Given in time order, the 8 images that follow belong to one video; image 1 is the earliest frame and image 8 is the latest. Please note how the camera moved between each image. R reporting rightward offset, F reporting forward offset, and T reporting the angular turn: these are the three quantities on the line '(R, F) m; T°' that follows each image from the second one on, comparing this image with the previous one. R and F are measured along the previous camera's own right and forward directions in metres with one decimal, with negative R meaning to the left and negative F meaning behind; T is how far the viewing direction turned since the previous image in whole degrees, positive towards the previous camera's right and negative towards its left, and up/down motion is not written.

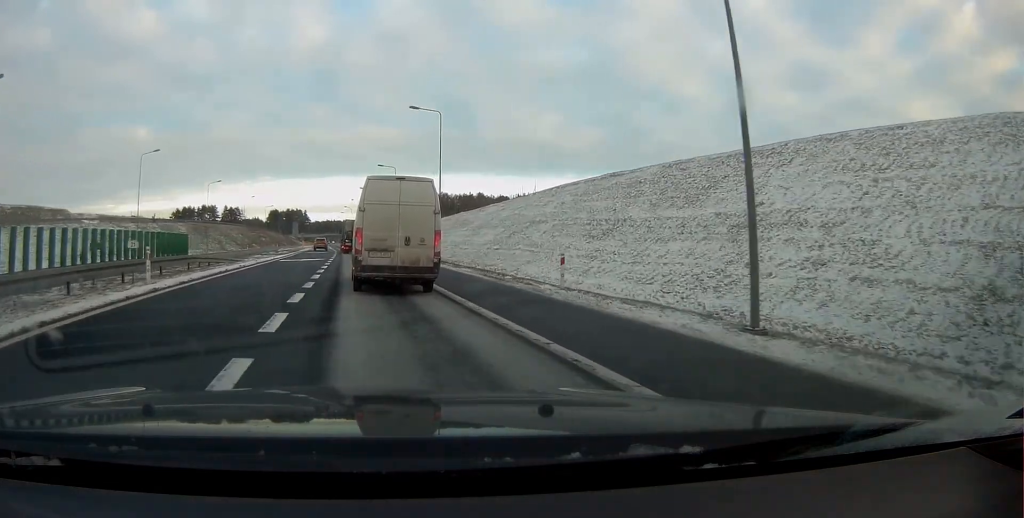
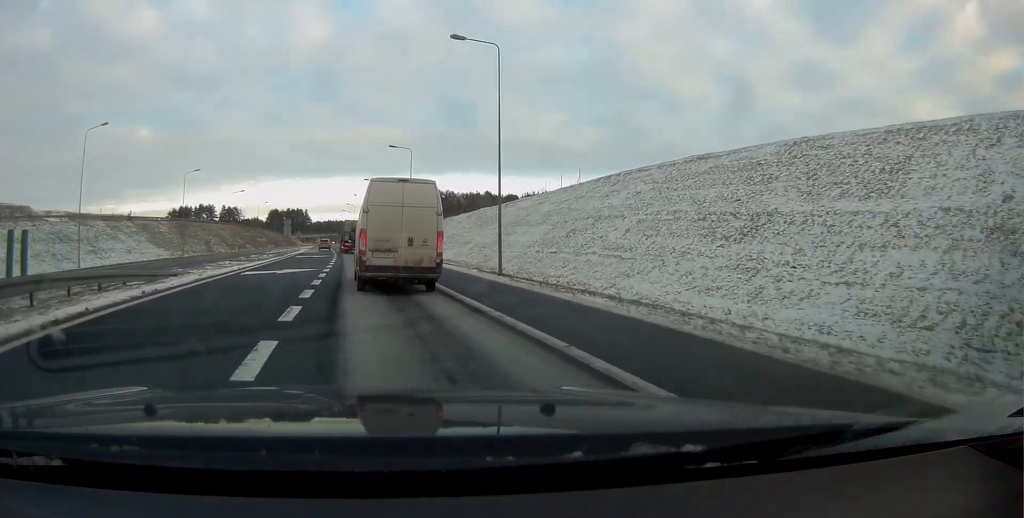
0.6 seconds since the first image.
(-0.1, +14.2) m; 0°
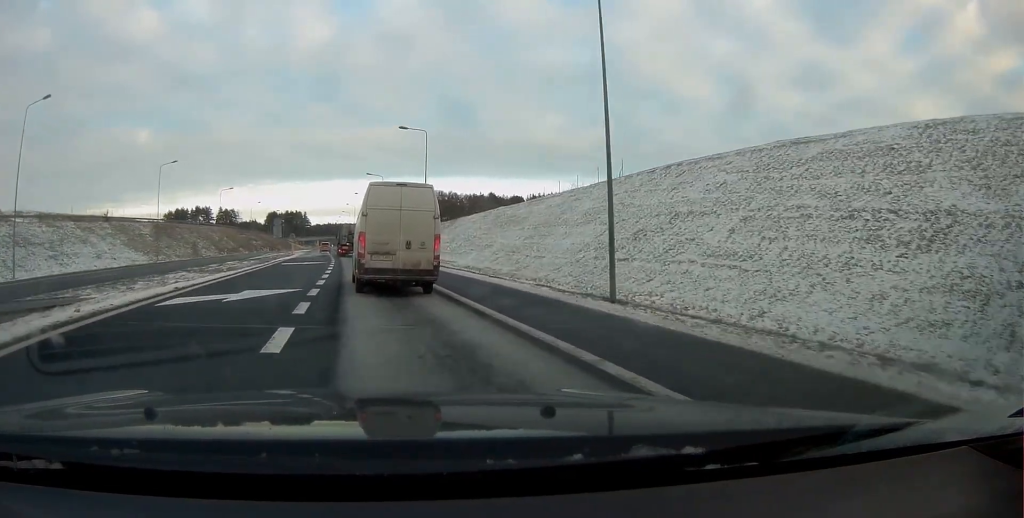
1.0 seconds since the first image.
(0.0, +10.2) m; 0°
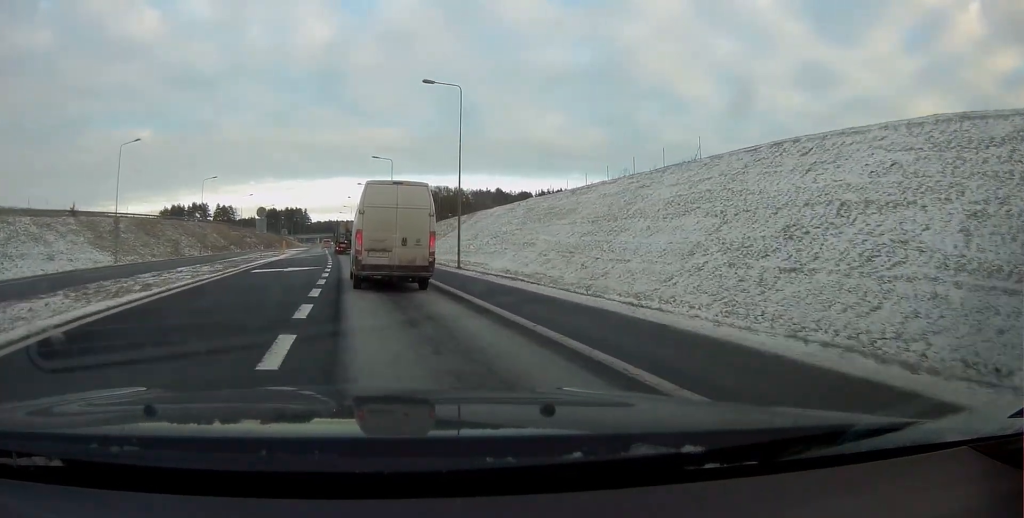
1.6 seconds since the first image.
(0.0, +12.5) m; 0°
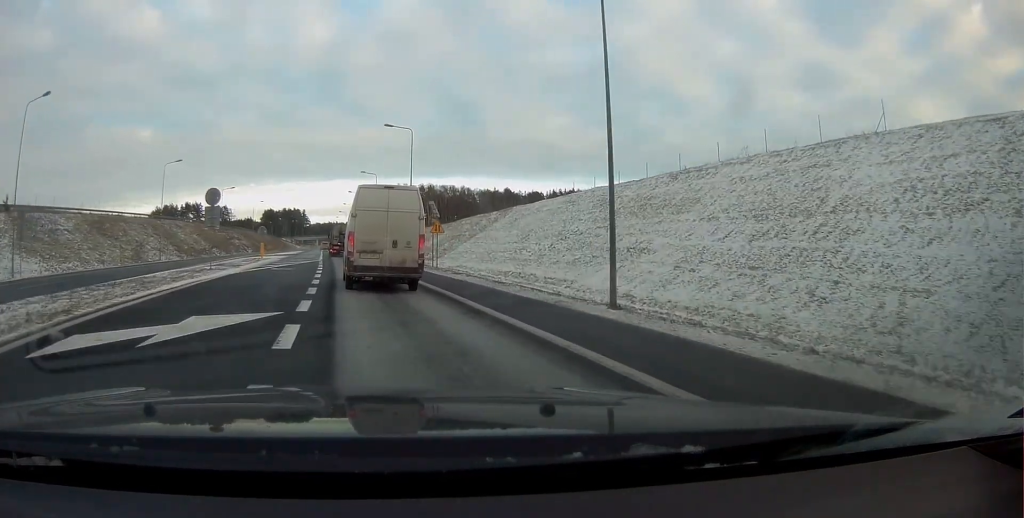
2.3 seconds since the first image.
(0.0, +17.9) m; 0°
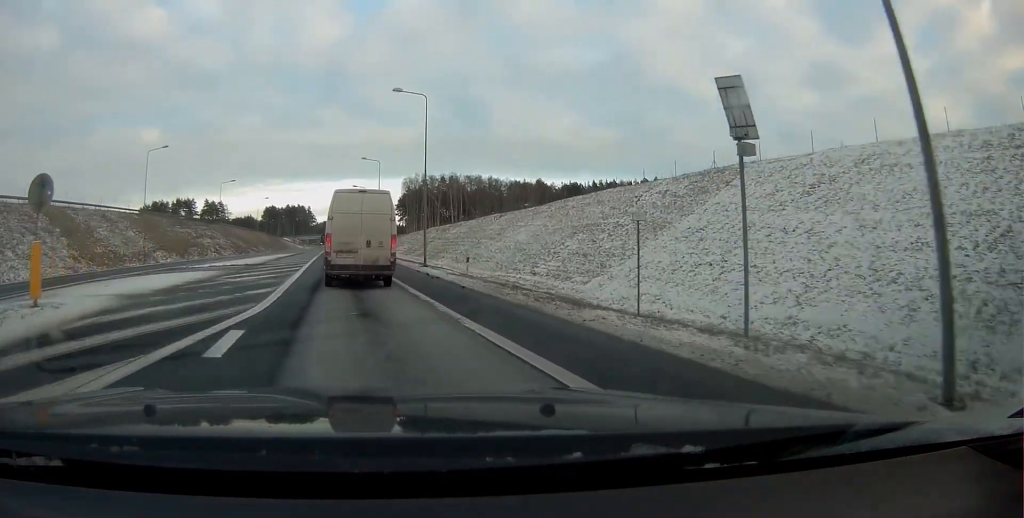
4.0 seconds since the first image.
(0.0, +39.0) m; -1°
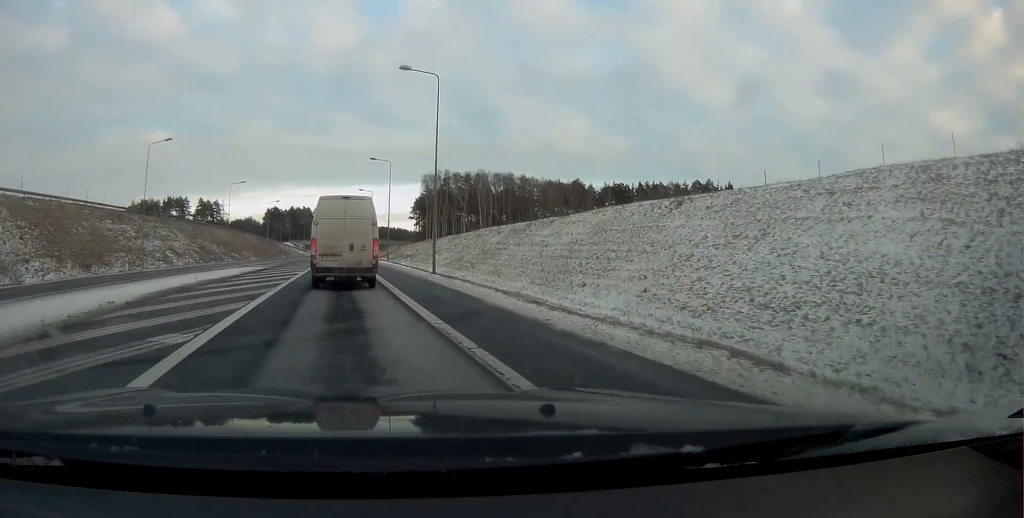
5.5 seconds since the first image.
(-0.5, +34.5) m; -1°
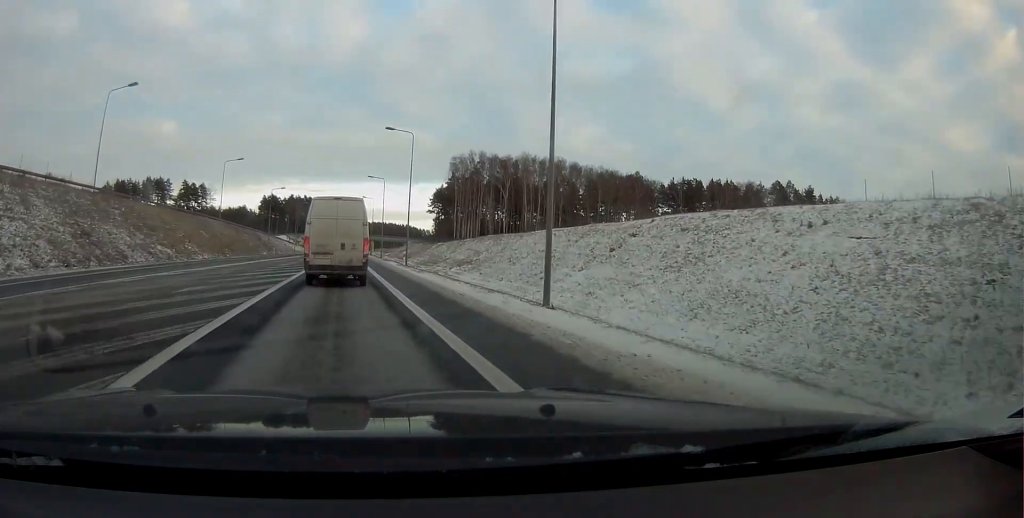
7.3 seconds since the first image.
(0.0, +44.4) m; 0°
